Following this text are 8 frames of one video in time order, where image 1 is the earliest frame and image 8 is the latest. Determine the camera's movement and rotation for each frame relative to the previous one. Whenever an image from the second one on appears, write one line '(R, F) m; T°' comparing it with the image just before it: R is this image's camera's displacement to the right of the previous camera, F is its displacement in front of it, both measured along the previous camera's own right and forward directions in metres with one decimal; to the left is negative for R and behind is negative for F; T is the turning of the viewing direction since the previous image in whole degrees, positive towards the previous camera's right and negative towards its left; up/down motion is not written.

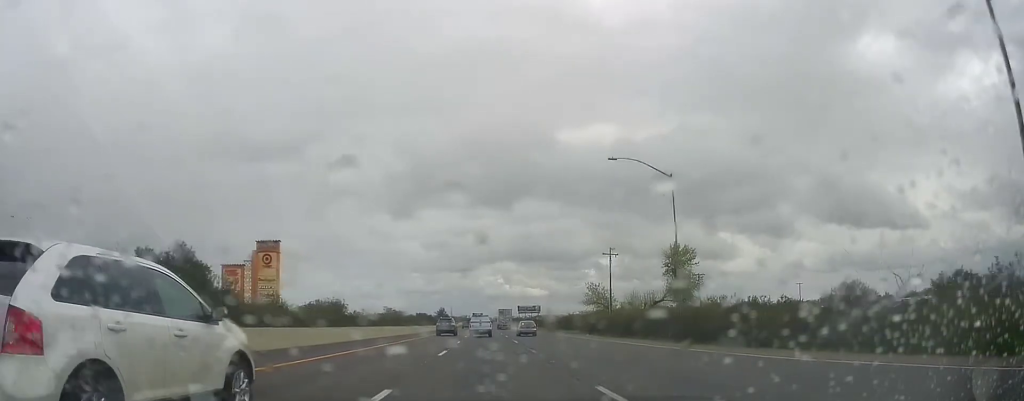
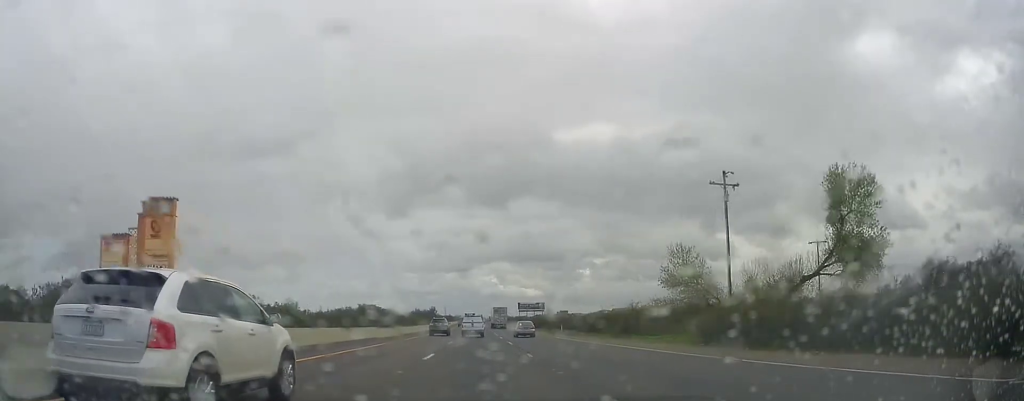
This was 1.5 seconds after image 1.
(+0.7, +45.4) m; 0°
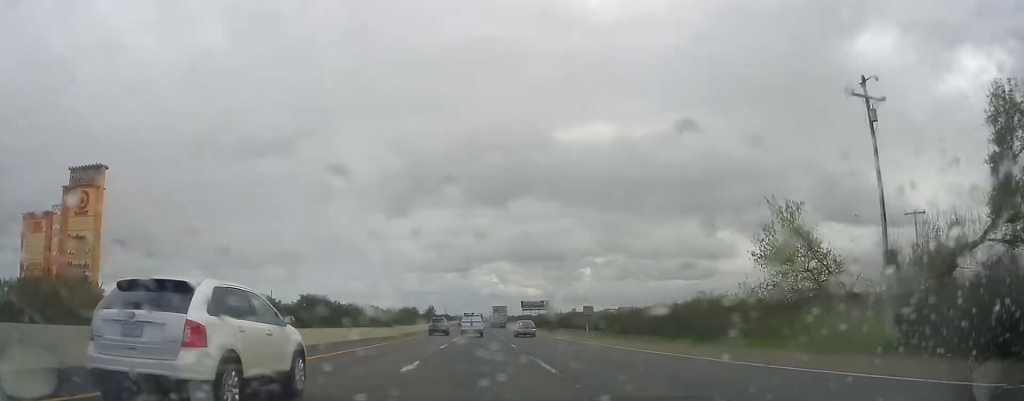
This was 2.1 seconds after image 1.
(-0.1, +19.7) m; 0°
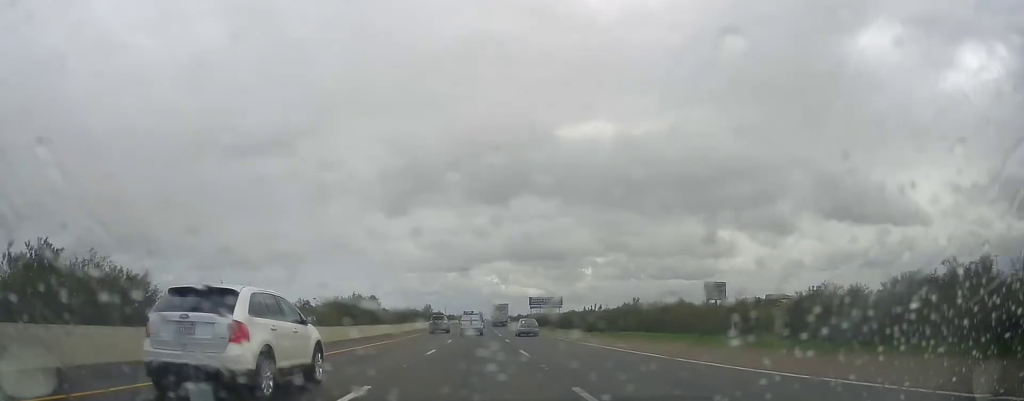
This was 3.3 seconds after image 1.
(-0.2, +37.3) m; 0°
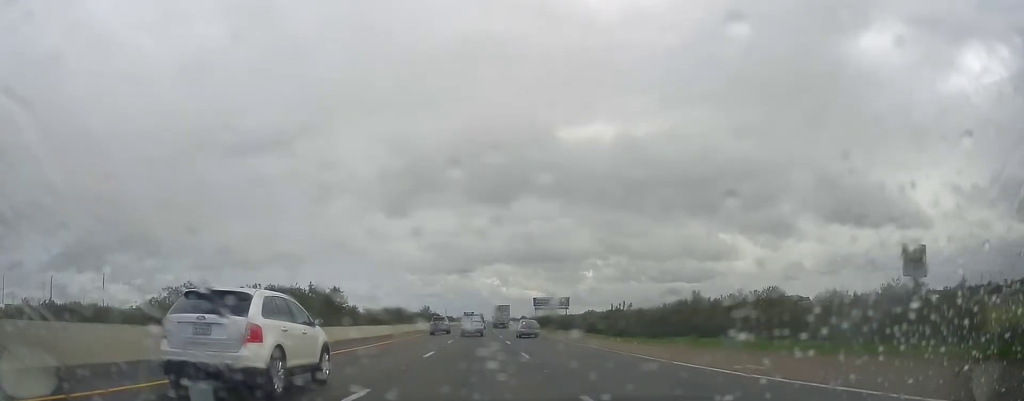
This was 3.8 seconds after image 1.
(-0.1, +15.6) m; 0°
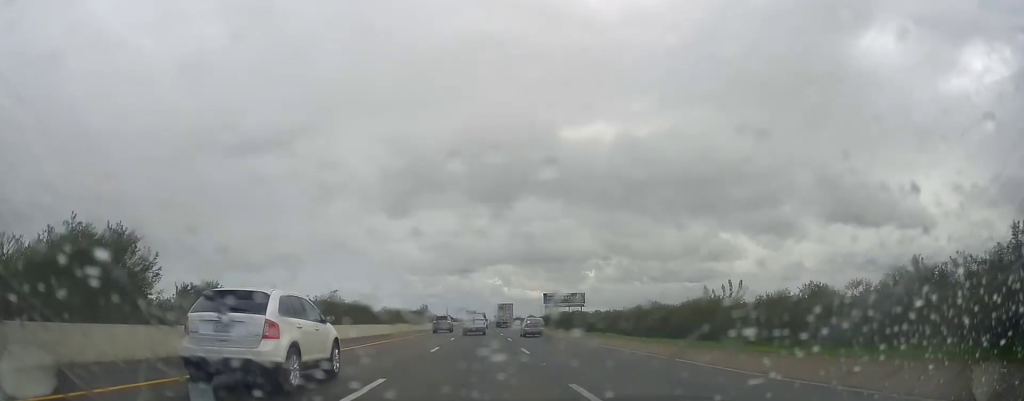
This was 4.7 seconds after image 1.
(+0.1, +27.1) m; +1°
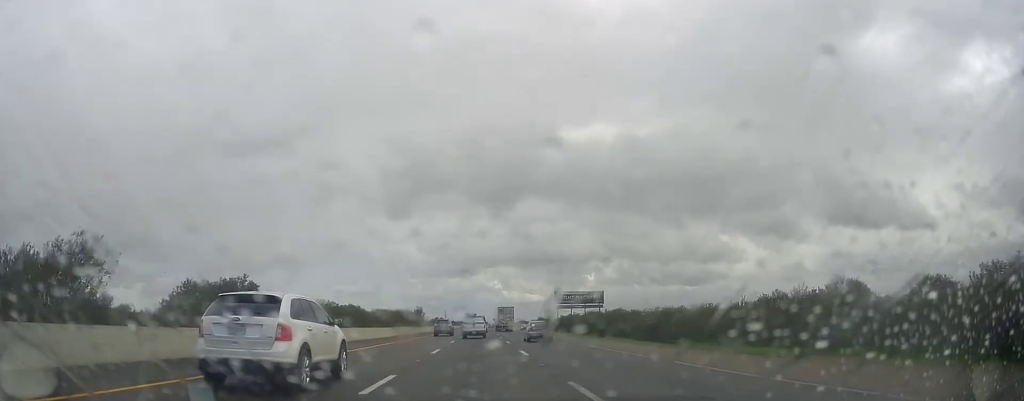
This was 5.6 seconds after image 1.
(+0.3, +28.1) m; 0°
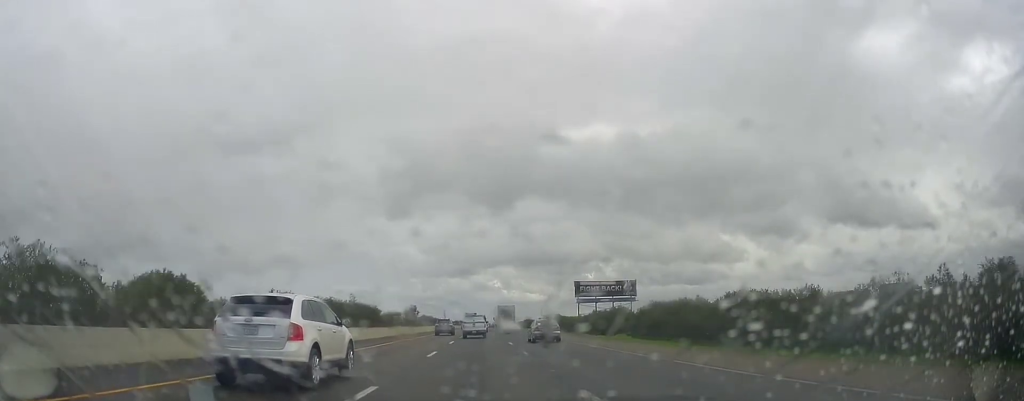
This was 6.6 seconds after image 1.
(-0.2, +32.3) m; -1°
